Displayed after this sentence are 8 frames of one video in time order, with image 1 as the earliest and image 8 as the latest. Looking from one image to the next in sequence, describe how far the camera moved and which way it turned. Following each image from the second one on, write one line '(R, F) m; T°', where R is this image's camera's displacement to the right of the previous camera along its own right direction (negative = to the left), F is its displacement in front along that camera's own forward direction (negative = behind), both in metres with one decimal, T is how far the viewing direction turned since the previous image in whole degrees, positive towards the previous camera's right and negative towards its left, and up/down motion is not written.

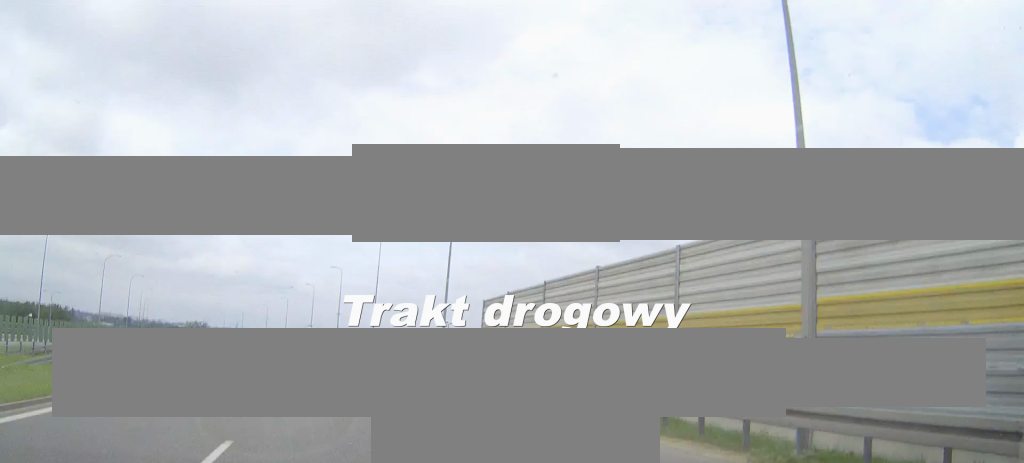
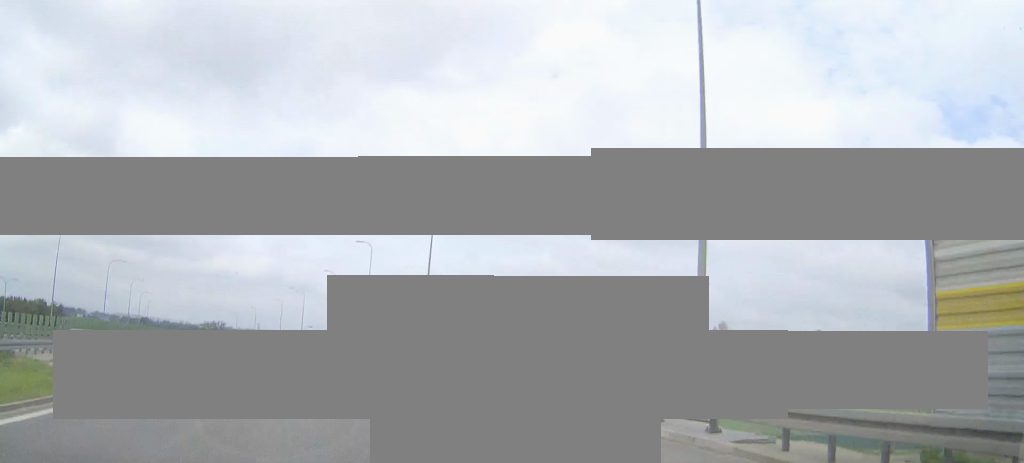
(-0.5, +27.5) m; -2°
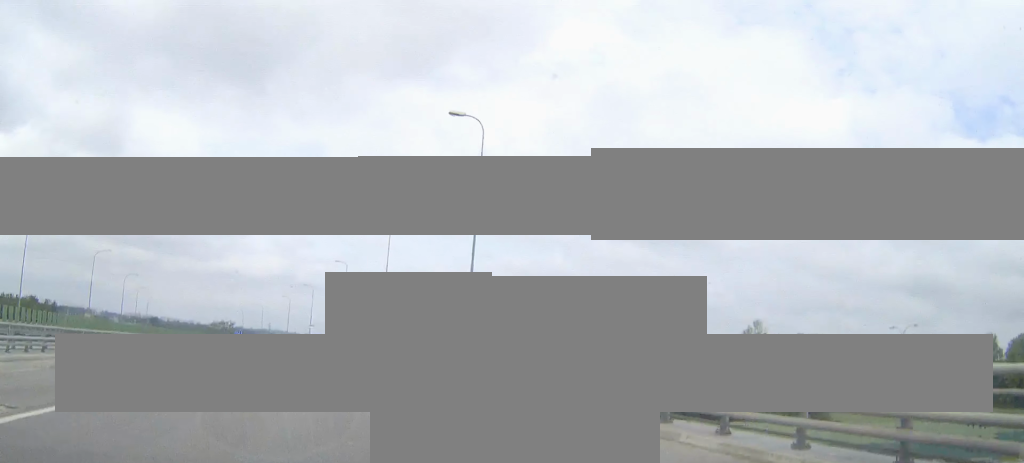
(-0.1, +12.0) m; -1°
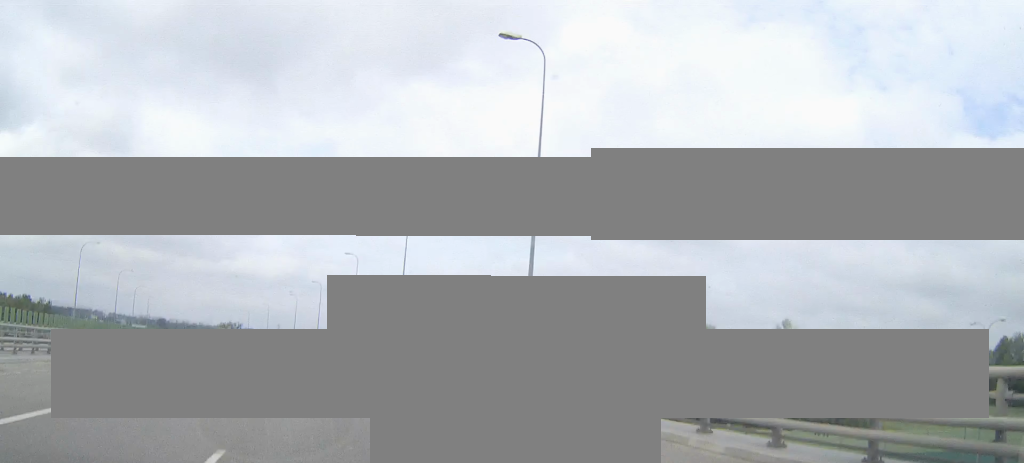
(0.0, +9.4) m; -1°
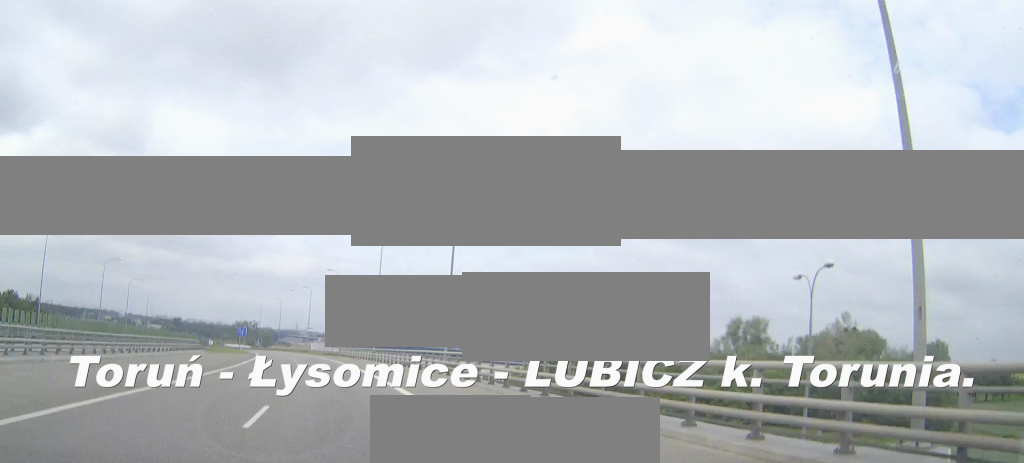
(-0.2, +17.2) m; -1°
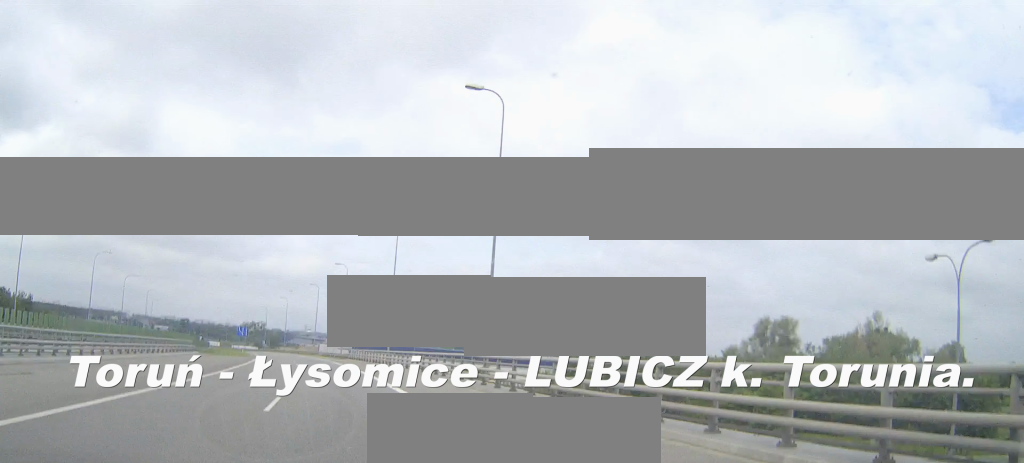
(0.0, +8.6) m; -1°
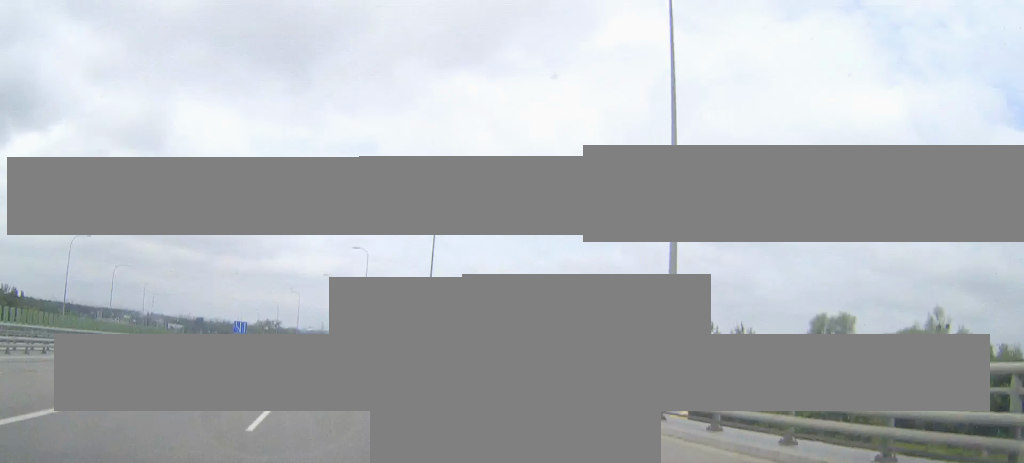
(-0.2, +15.5) m; -1°
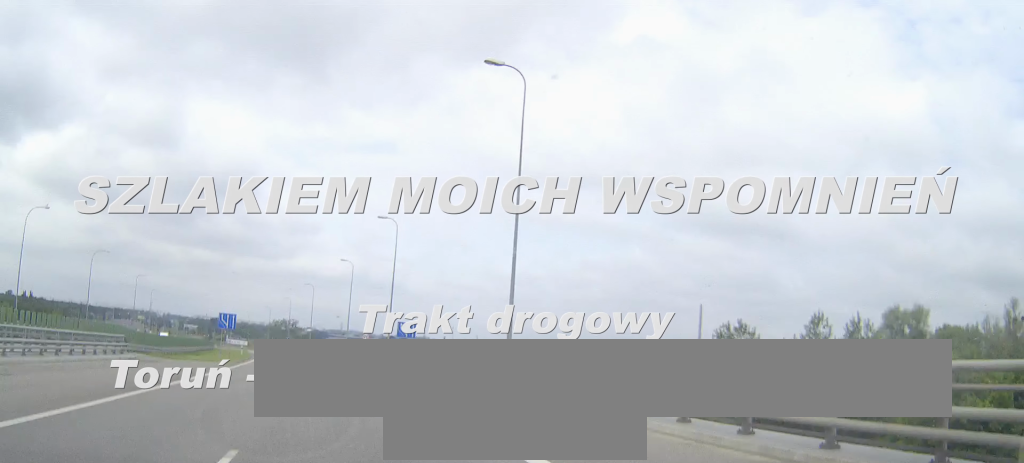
(-0.3, +18.9) m; -2°
